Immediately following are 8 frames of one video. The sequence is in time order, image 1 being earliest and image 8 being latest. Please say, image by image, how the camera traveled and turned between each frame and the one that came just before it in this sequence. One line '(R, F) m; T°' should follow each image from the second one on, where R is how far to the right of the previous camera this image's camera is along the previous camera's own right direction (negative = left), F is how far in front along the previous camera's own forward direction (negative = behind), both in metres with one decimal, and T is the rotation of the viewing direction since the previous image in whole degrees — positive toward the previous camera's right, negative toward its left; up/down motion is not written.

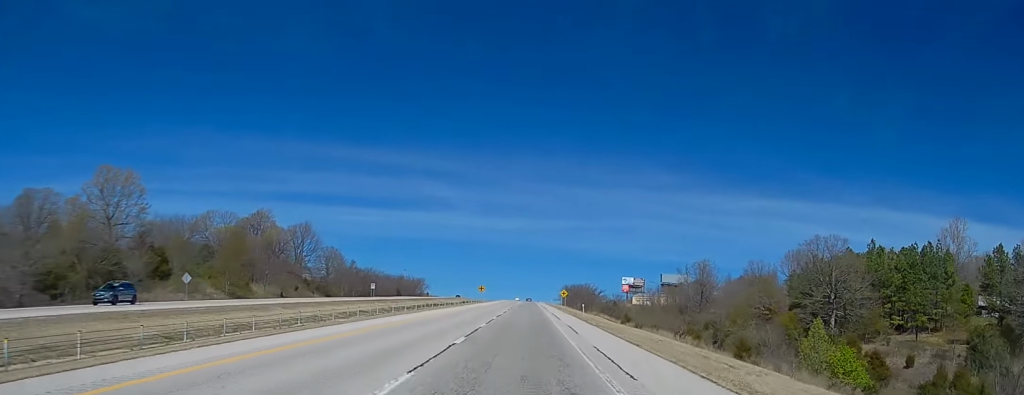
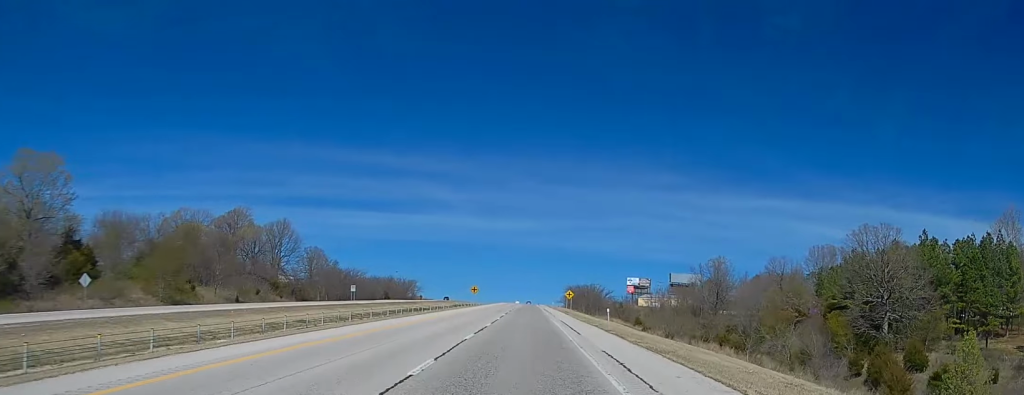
(0.0, +21.4) m; 0°
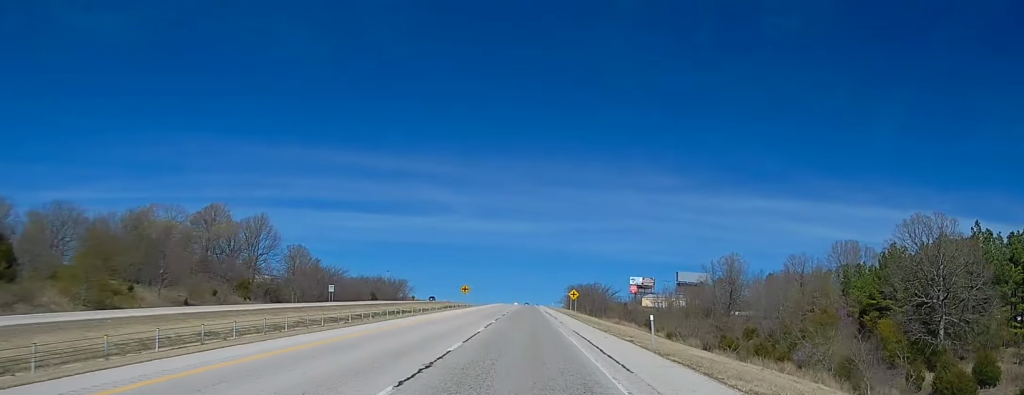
(-0.3, +17.5) m; -1°
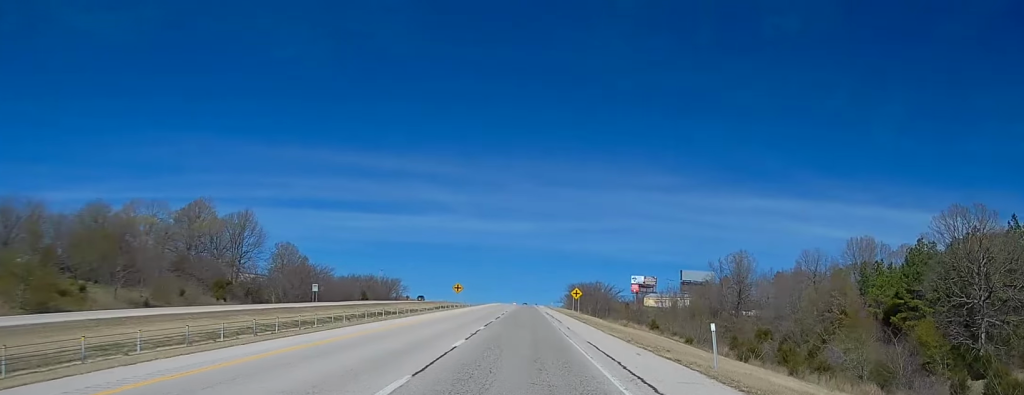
(0.0, +10.5) m; 0°
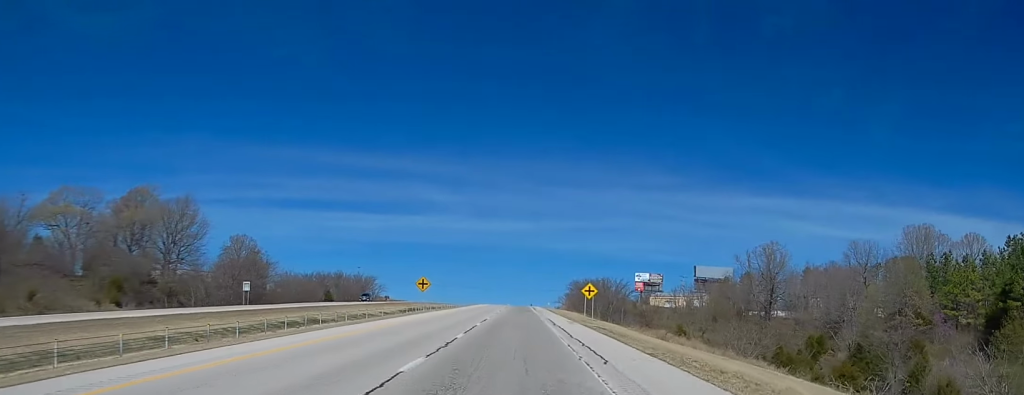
(0.0, +32.5) m; 0°
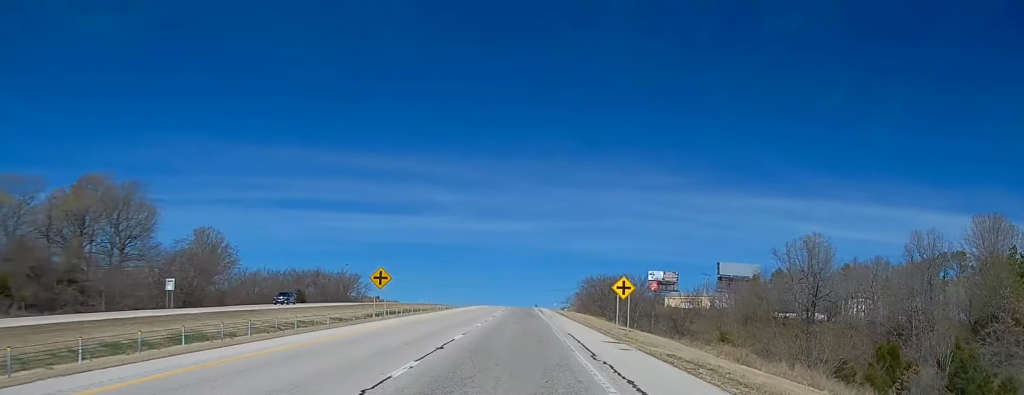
(0.0, +25.4) m; +1°
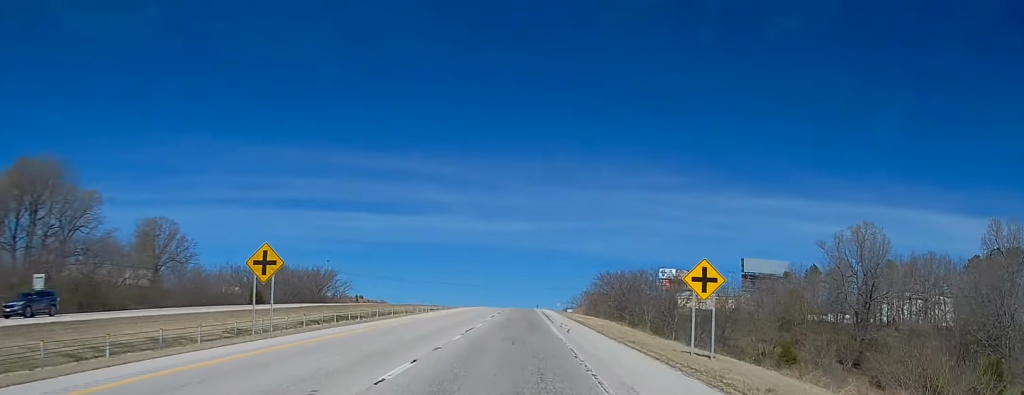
(+0.4, +24.9) m; 0°
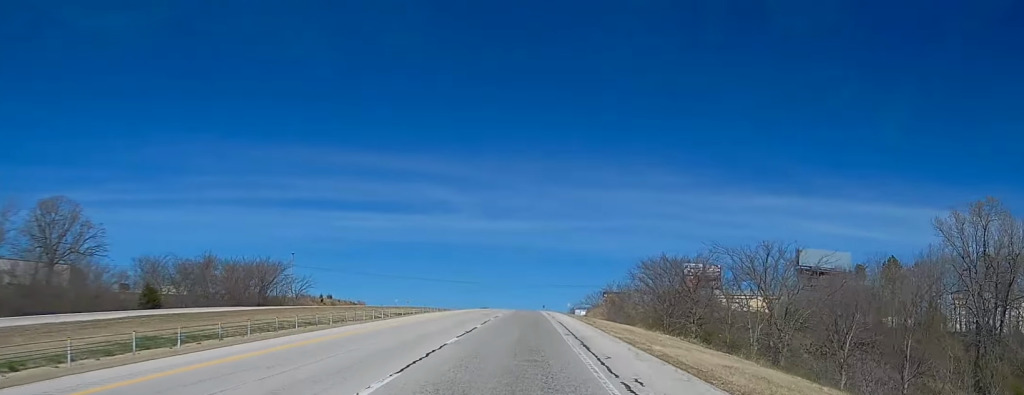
(-0.6, +38.9) m; -1°
